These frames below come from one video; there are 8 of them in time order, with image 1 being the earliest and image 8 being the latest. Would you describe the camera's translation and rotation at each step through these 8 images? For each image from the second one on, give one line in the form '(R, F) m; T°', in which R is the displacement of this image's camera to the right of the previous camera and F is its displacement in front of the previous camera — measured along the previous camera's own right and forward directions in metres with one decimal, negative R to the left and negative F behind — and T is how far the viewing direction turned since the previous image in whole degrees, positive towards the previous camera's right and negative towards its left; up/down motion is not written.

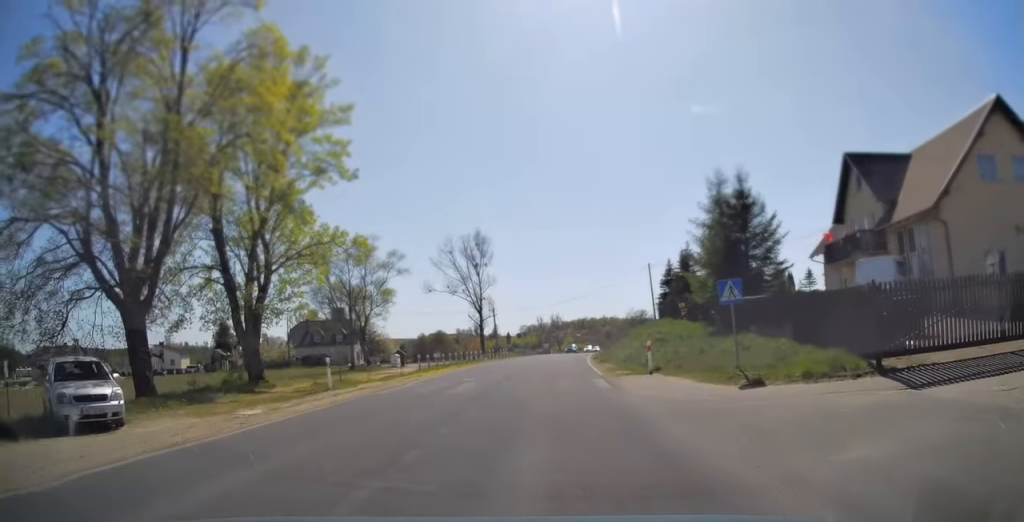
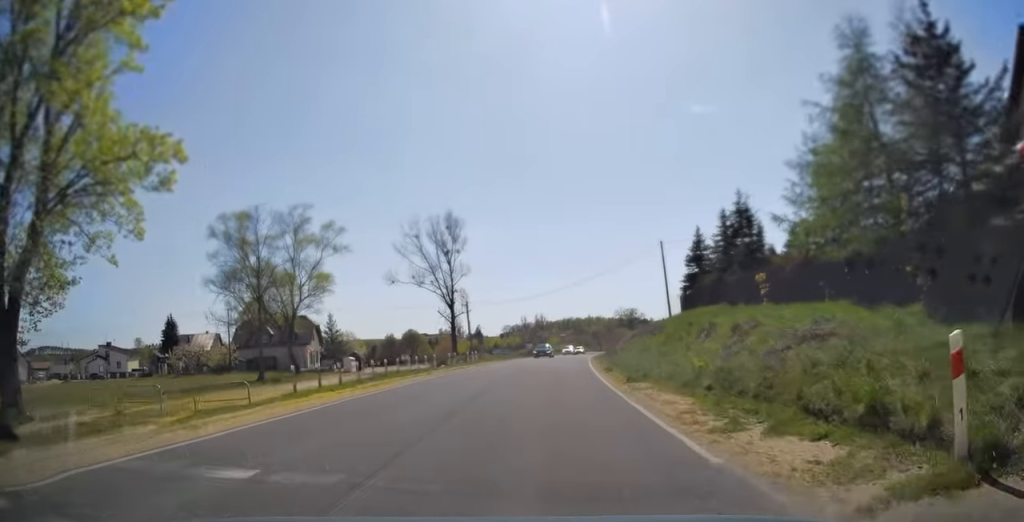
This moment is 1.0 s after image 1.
(+0.3, +17.0) m; +2°
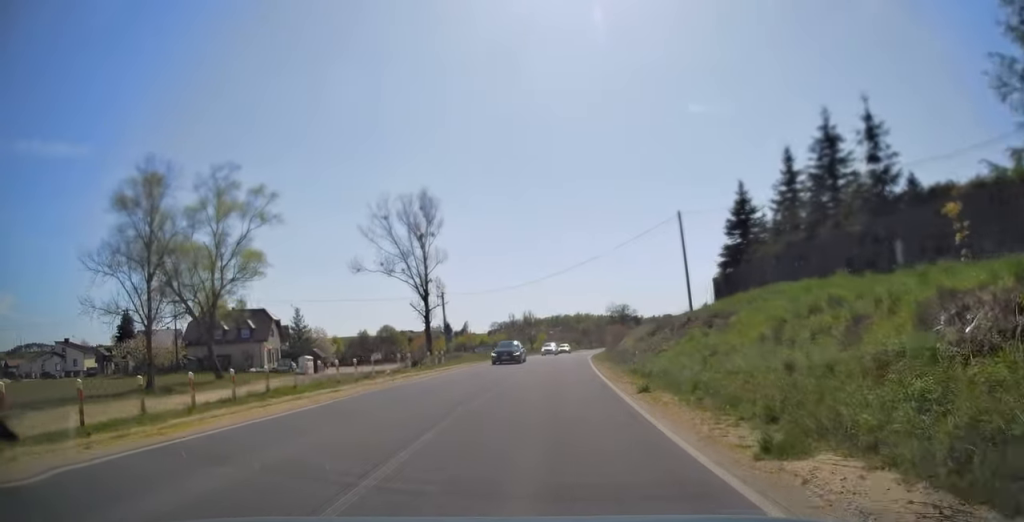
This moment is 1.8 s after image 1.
(+0.1, +12.2) m; +1°
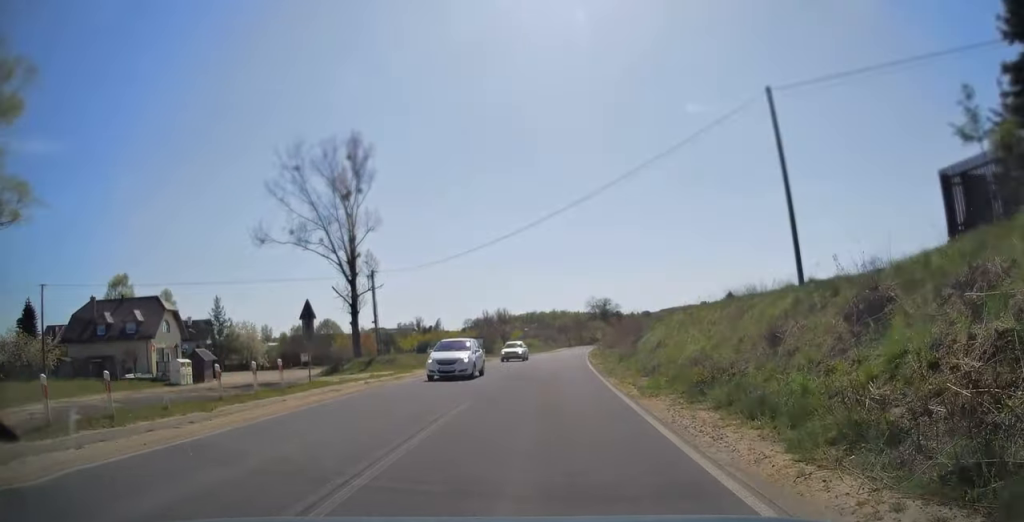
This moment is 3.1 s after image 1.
(+0.4, +23.2) m; +2°
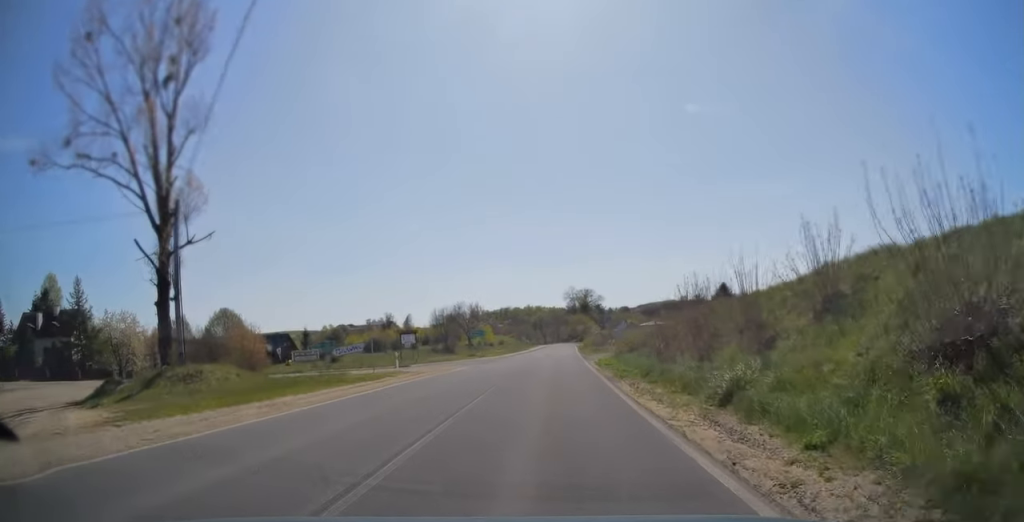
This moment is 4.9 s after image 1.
(+0.7, +29.6) m; +3°
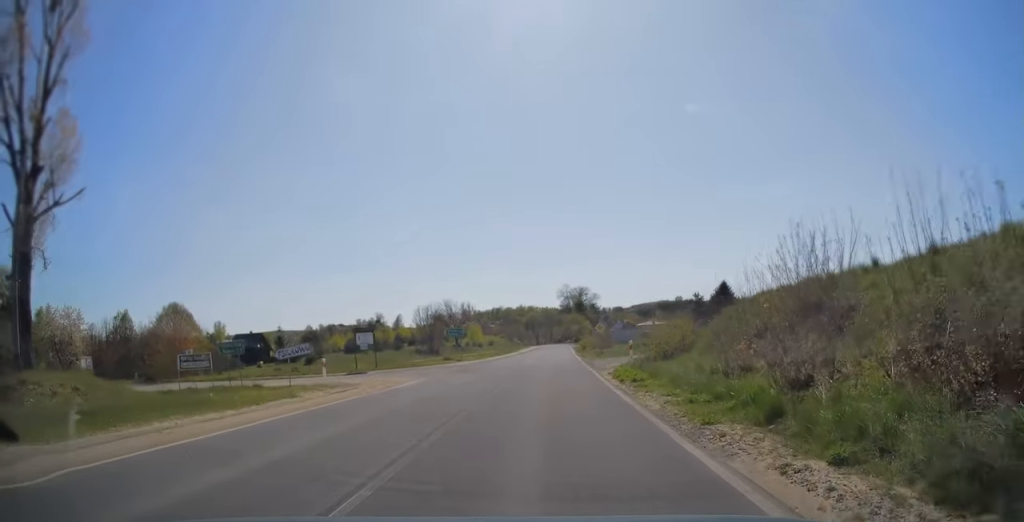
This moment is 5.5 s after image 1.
(+0.1, +10.9) m; 0°
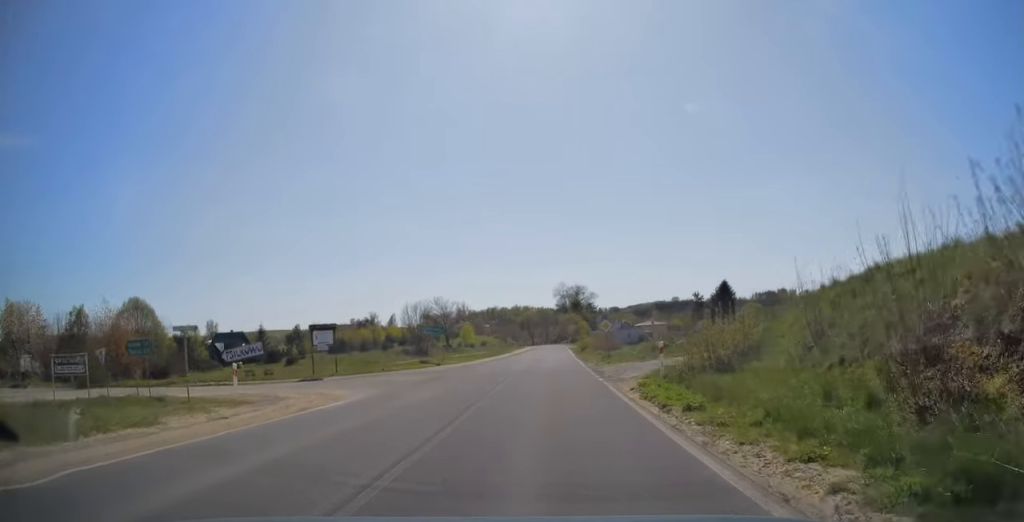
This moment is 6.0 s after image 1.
(0.0, +7.3) m; 0°
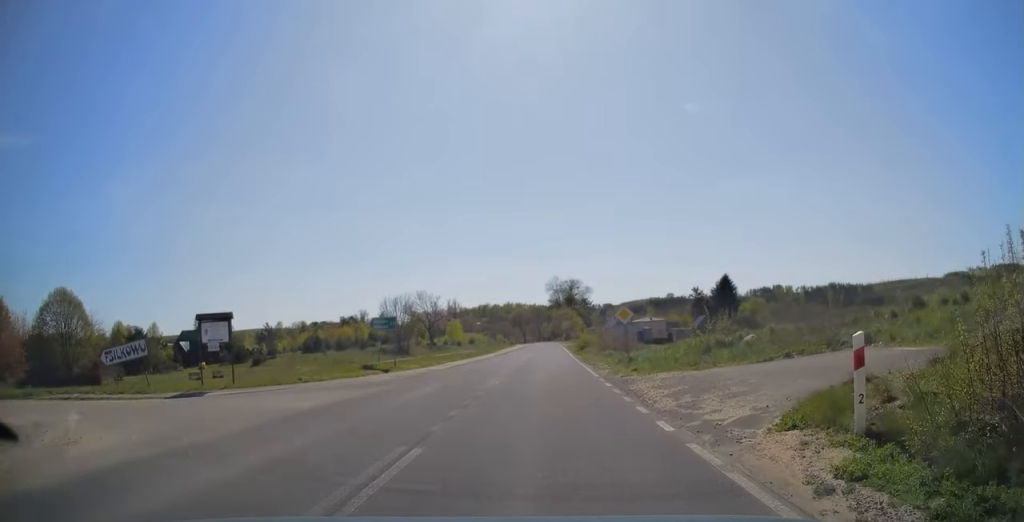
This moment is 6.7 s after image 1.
(0.0, +11.5) m; 0°
